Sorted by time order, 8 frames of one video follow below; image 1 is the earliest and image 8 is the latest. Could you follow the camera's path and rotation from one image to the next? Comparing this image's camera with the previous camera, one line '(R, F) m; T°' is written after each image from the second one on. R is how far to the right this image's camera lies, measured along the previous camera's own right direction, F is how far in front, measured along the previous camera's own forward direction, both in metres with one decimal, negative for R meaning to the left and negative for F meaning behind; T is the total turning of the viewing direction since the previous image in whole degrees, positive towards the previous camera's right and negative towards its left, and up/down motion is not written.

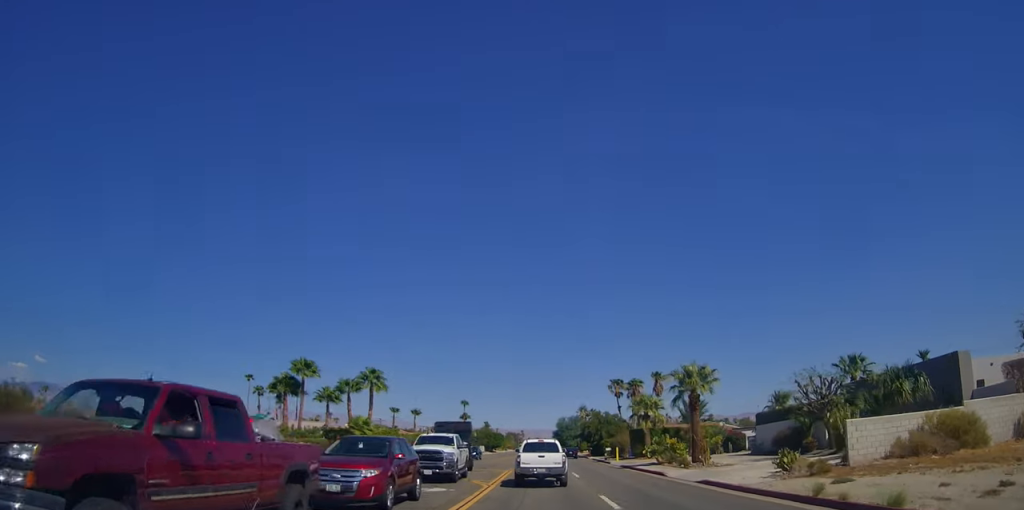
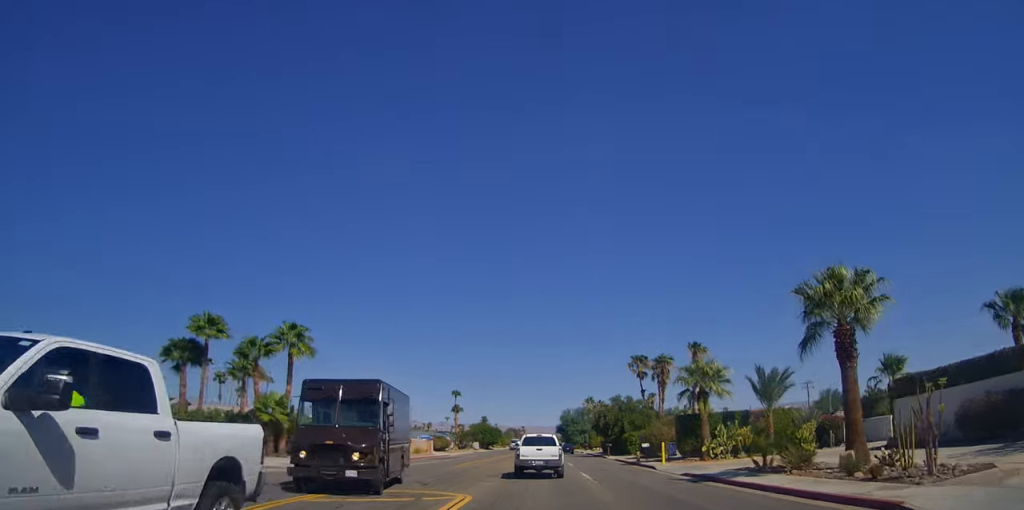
(0.0, +18.2) m; 0°
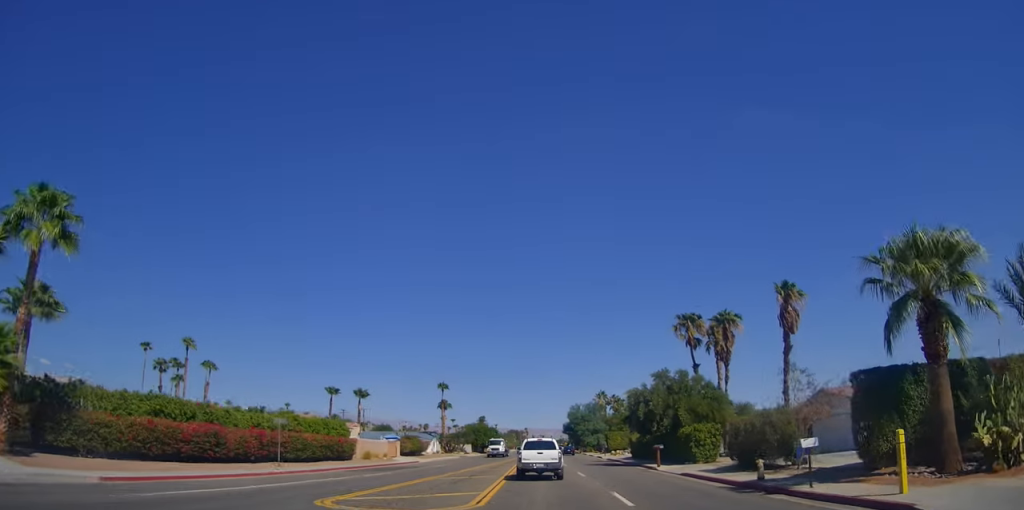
(0.0, +22.0) m; 0°
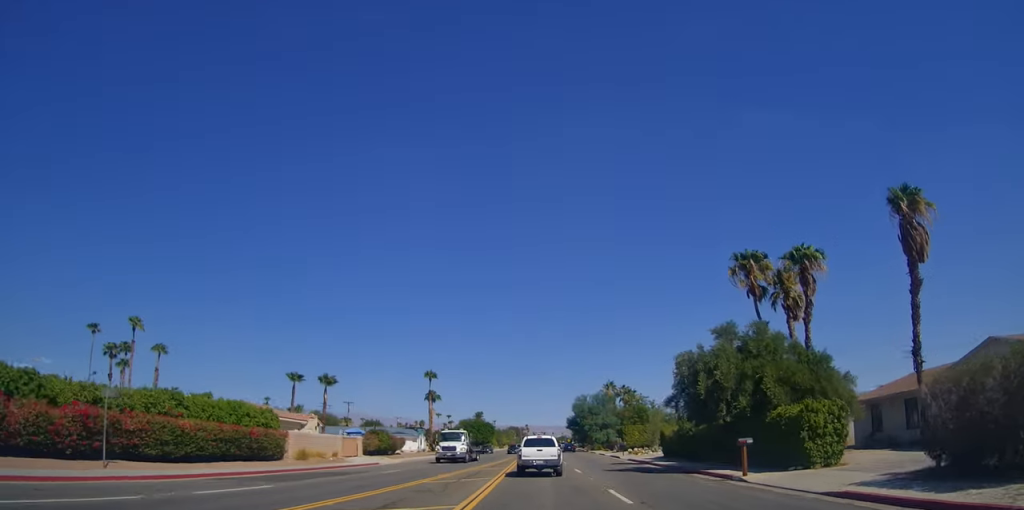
(0.0, +14.3) m; 0°
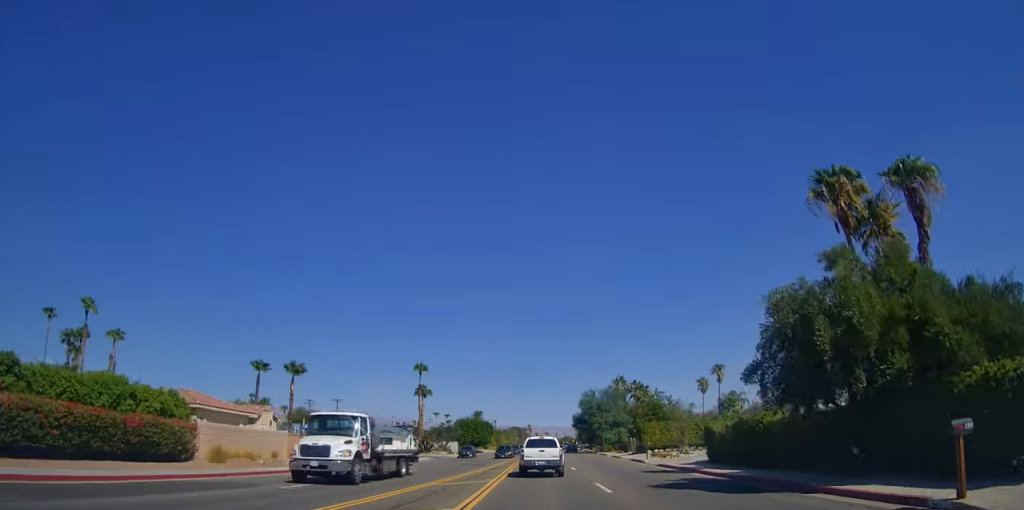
(0.0, +10.7) m; 0°
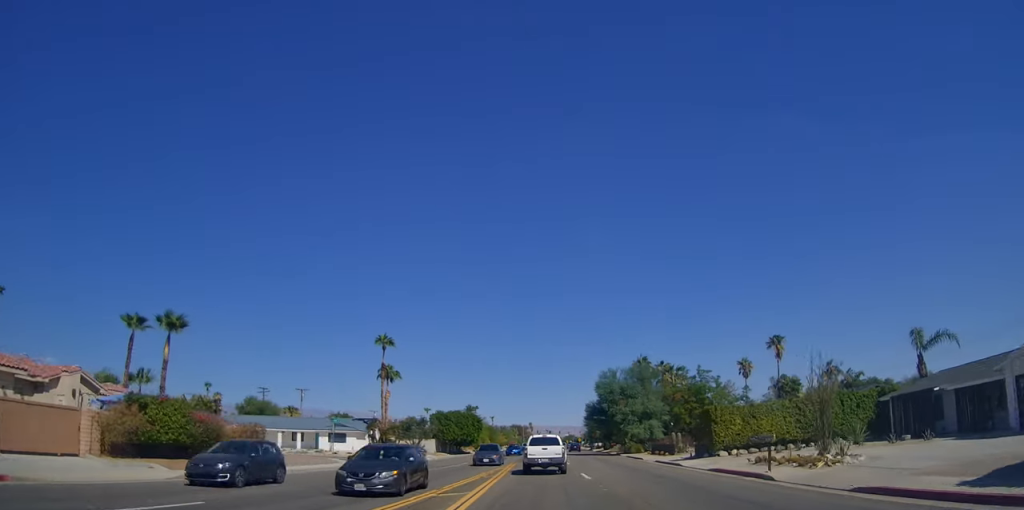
(0.0, +23.1) m; 0°
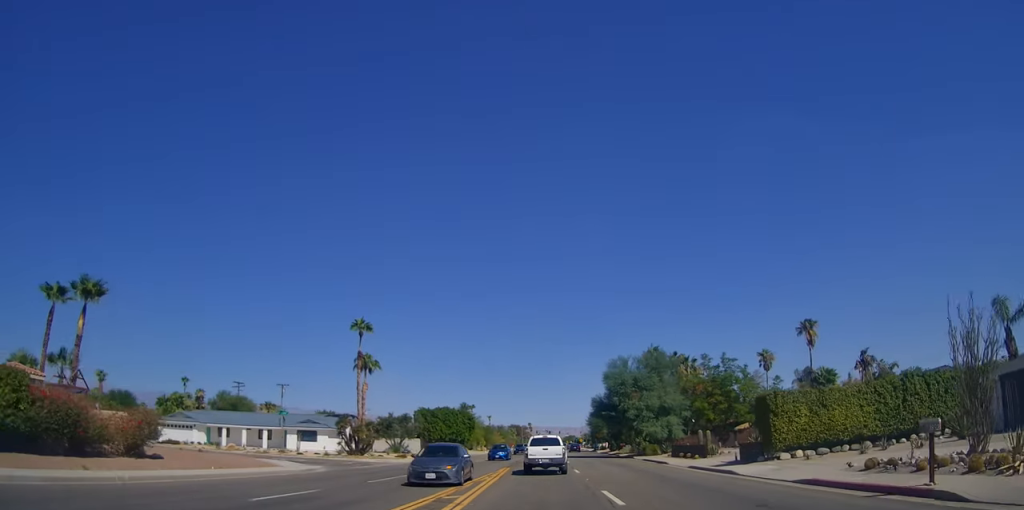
(0.0, +9.1) m; -1°
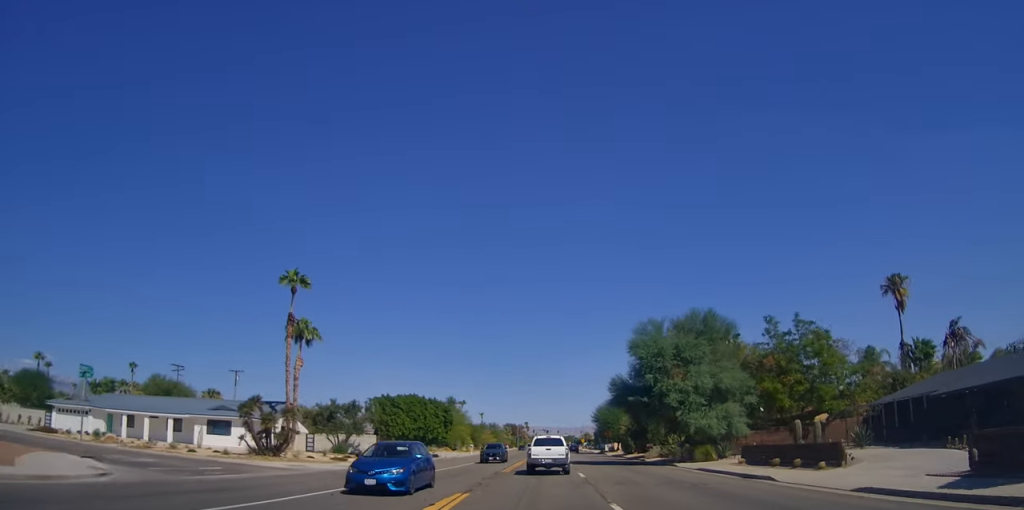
(-0.4, +17.3) m; -2°
